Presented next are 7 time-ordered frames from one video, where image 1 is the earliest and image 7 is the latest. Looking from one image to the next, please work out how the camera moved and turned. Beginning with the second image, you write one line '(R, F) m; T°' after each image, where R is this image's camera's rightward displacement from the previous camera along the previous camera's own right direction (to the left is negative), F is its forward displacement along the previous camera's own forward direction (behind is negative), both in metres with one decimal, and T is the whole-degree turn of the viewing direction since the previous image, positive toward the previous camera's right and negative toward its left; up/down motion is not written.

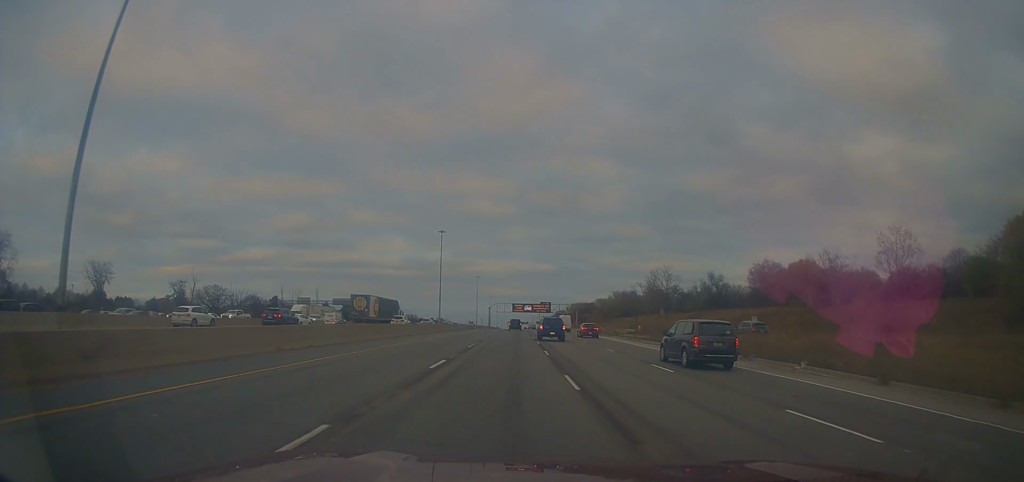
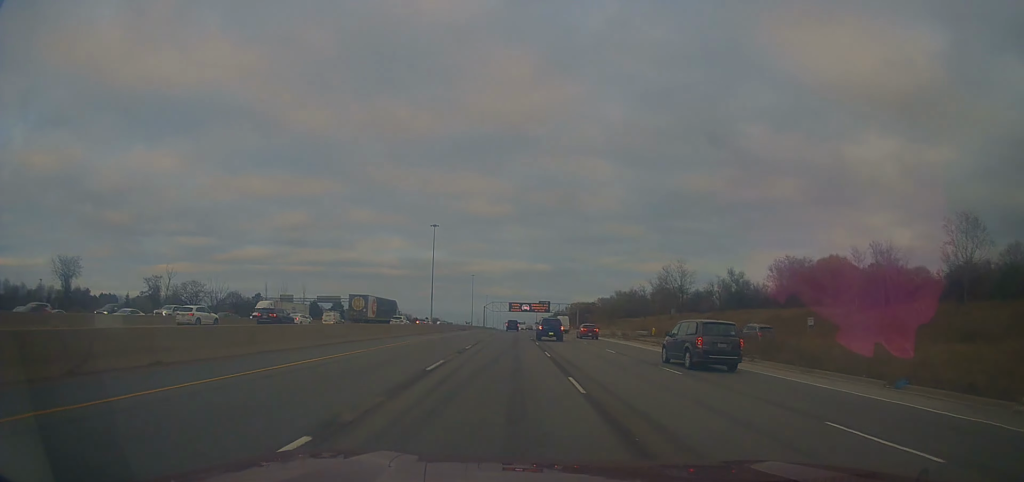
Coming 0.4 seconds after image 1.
(-0.3, +12.7) m; 0°
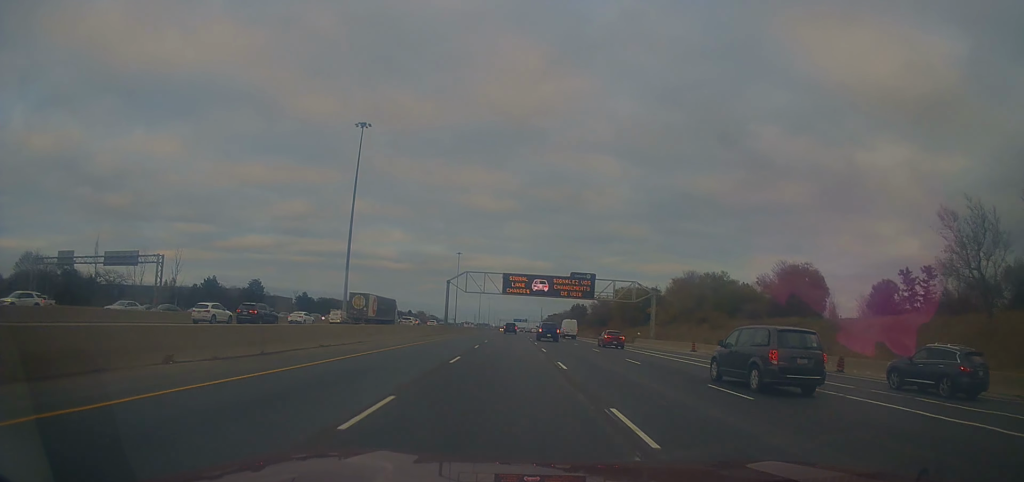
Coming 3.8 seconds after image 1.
(+1.8, +100.8) m; 0°
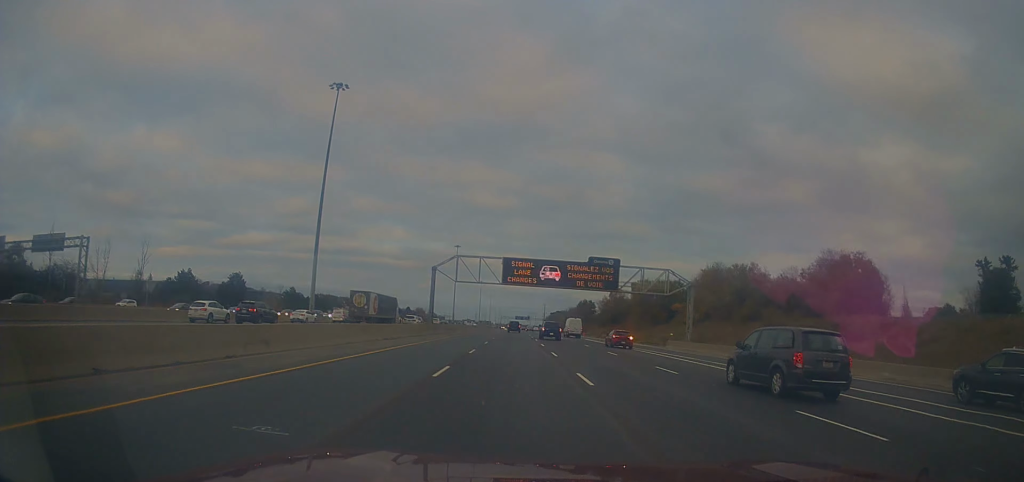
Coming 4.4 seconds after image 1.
(-0.2, +17.1) m; 0°
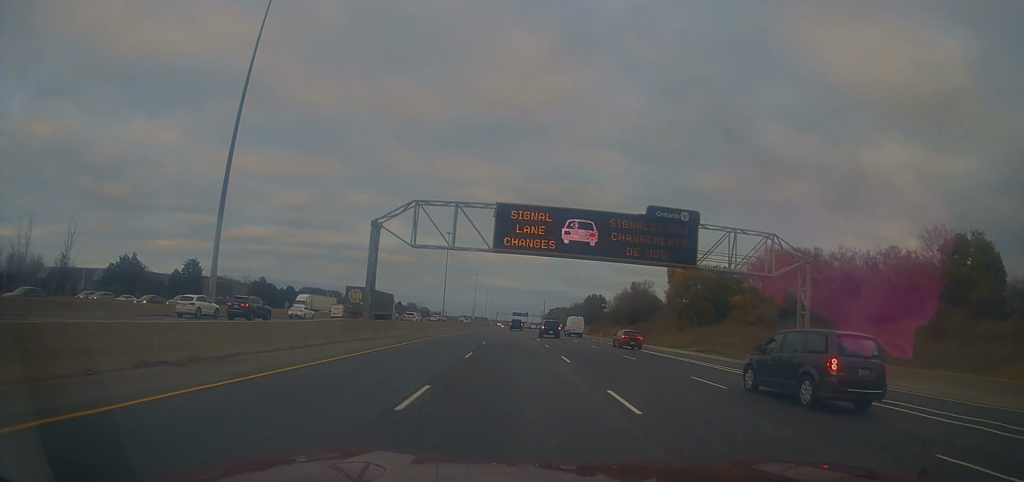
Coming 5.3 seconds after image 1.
(+0.1, +28.2) m; 0°
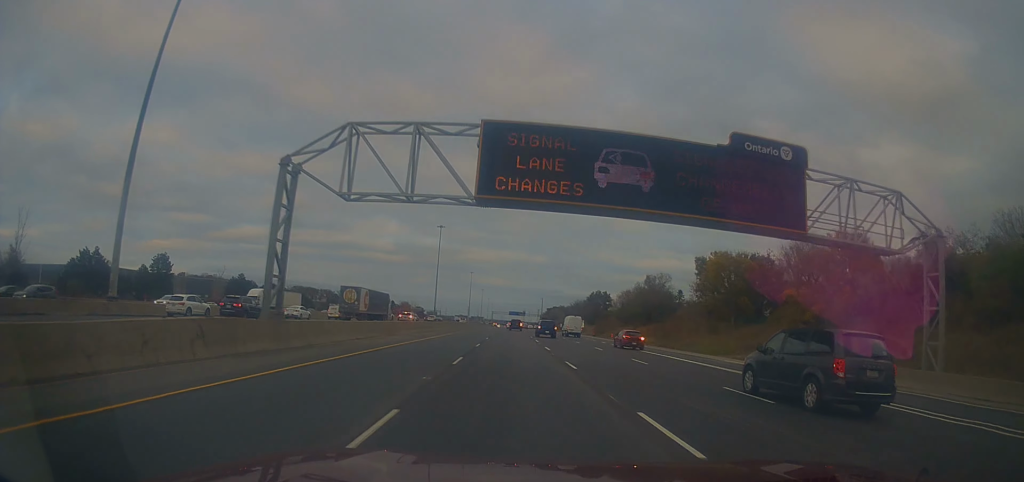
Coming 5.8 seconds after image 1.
(+0.3, +15.2) m; 0°
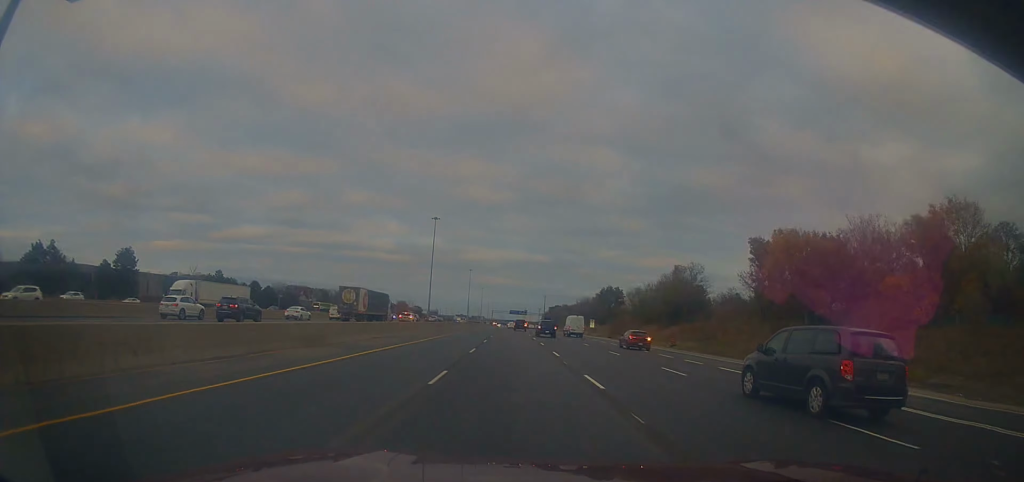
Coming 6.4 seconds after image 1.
(-0.3, +17.2) m; 0°
